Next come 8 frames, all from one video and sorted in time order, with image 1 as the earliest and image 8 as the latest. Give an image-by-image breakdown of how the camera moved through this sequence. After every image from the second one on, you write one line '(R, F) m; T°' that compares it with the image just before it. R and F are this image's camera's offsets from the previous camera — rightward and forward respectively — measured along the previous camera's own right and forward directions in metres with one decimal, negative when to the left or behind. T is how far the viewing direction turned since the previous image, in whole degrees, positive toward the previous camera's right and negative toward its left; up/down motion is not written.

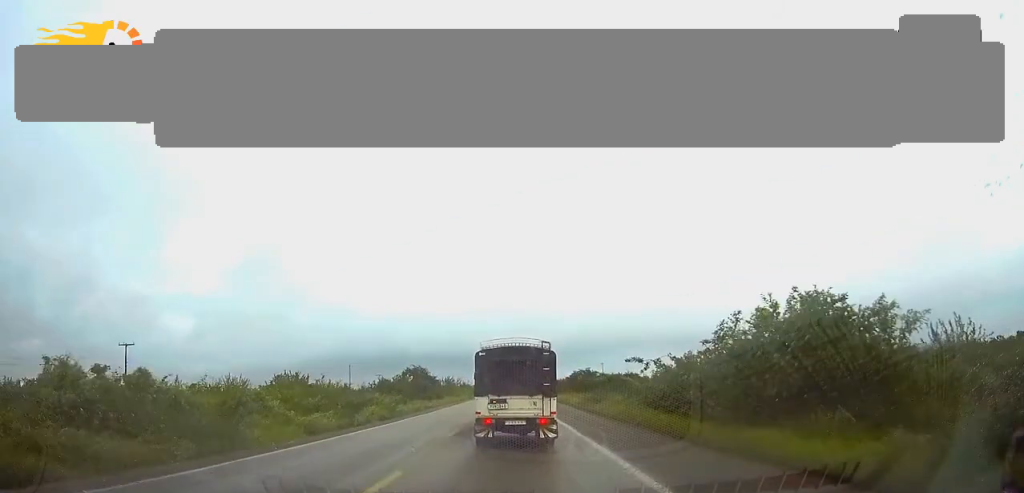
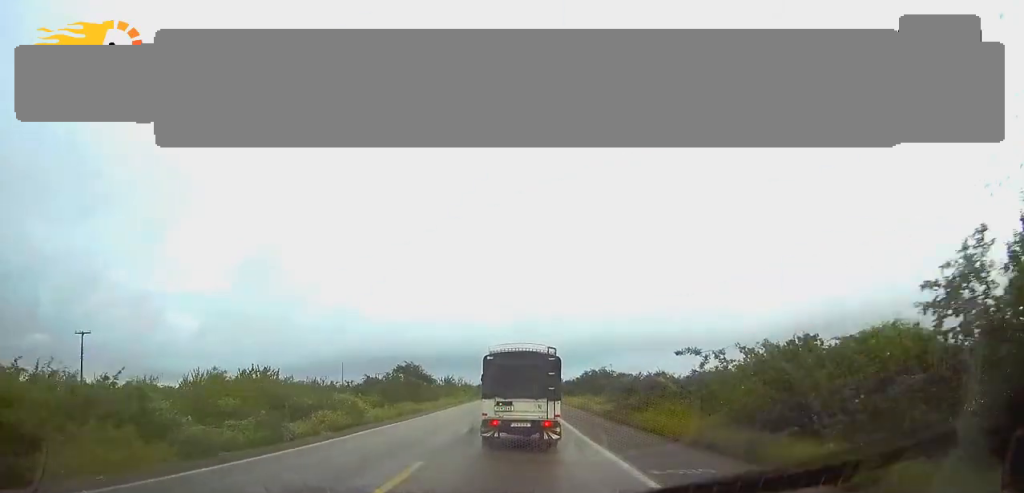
(0.0, +10.4) m; 0°
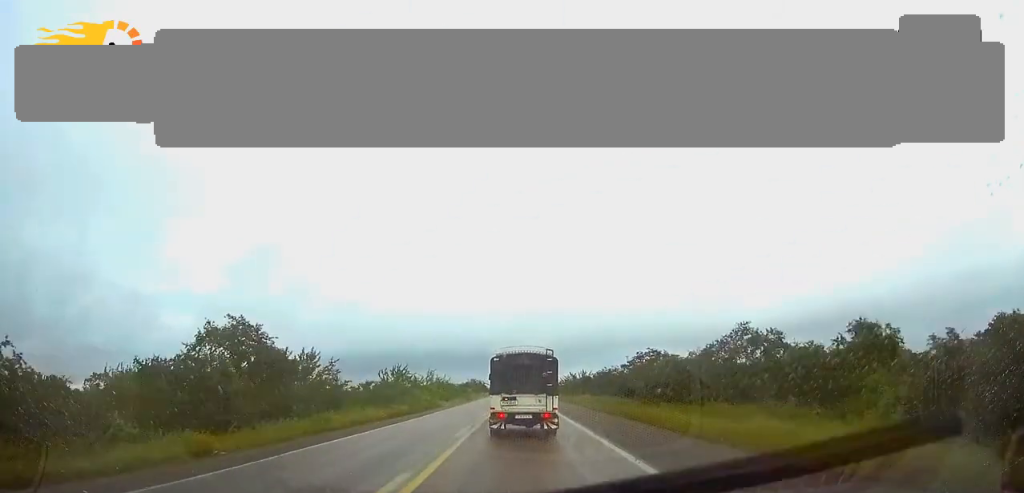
(-0.2, +48.4) m; -1°
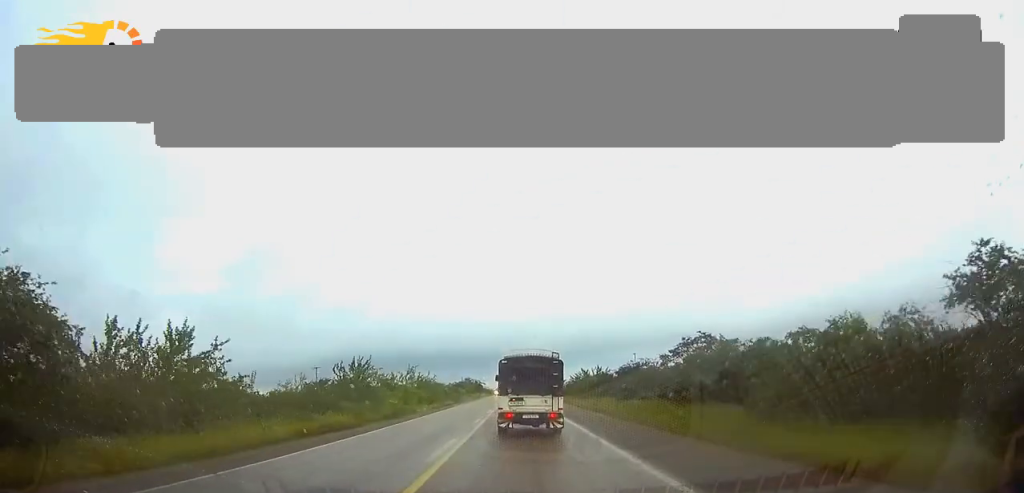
(0.0, +17.1) m; 0°
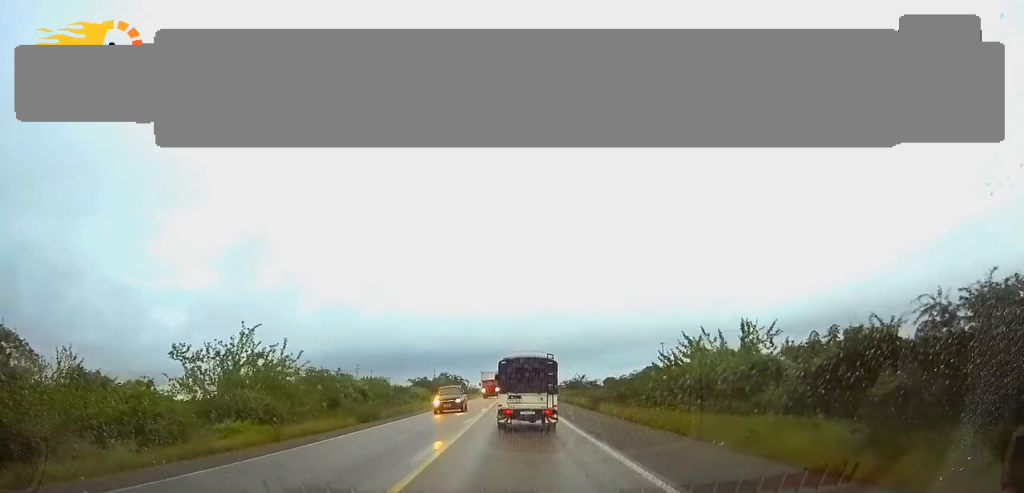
(+0.2, +48.6) m; 0°
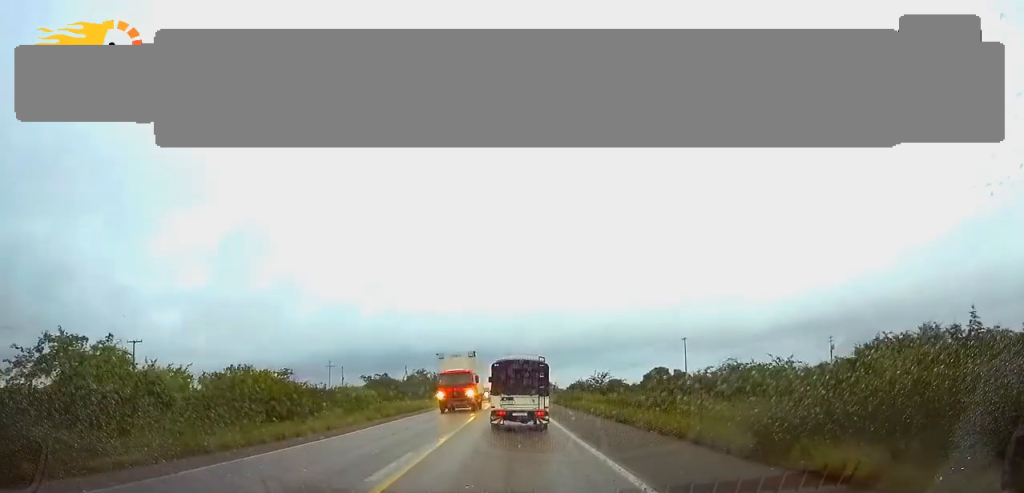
(+0.1, +26.6) m; 0°
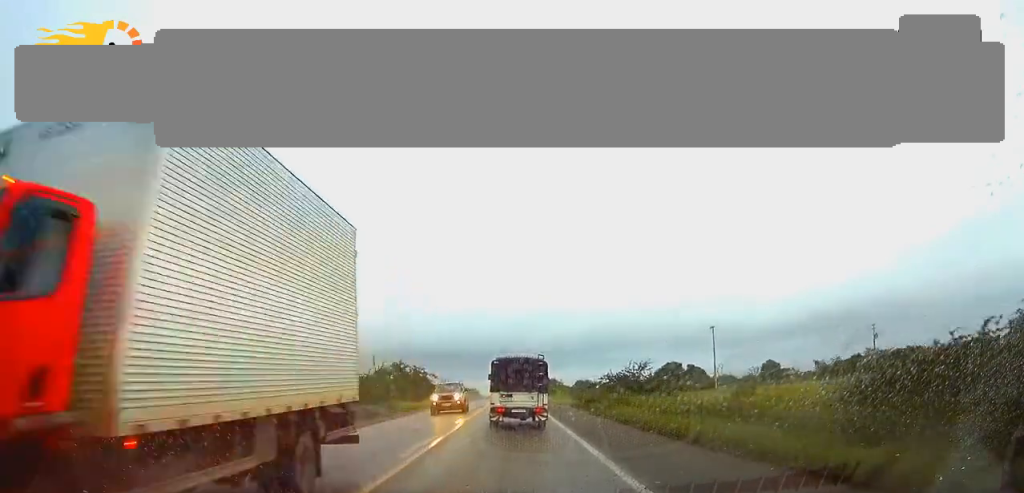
(0.0, +20.9) m; 0°
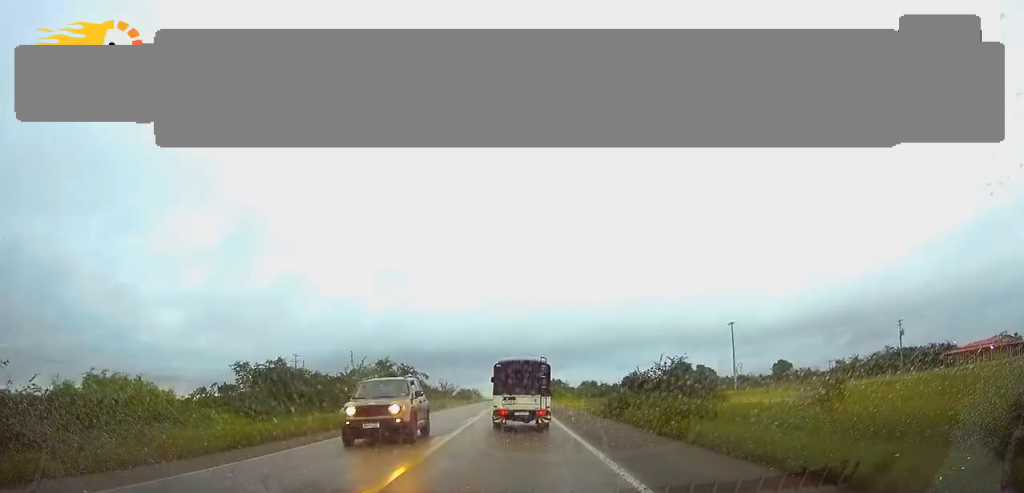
(0.0, +10.1) m; 0°
